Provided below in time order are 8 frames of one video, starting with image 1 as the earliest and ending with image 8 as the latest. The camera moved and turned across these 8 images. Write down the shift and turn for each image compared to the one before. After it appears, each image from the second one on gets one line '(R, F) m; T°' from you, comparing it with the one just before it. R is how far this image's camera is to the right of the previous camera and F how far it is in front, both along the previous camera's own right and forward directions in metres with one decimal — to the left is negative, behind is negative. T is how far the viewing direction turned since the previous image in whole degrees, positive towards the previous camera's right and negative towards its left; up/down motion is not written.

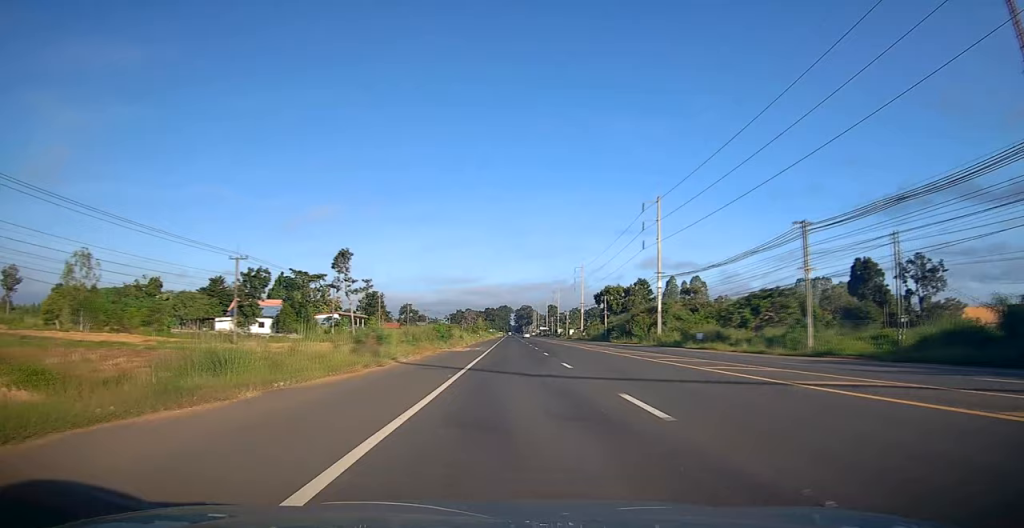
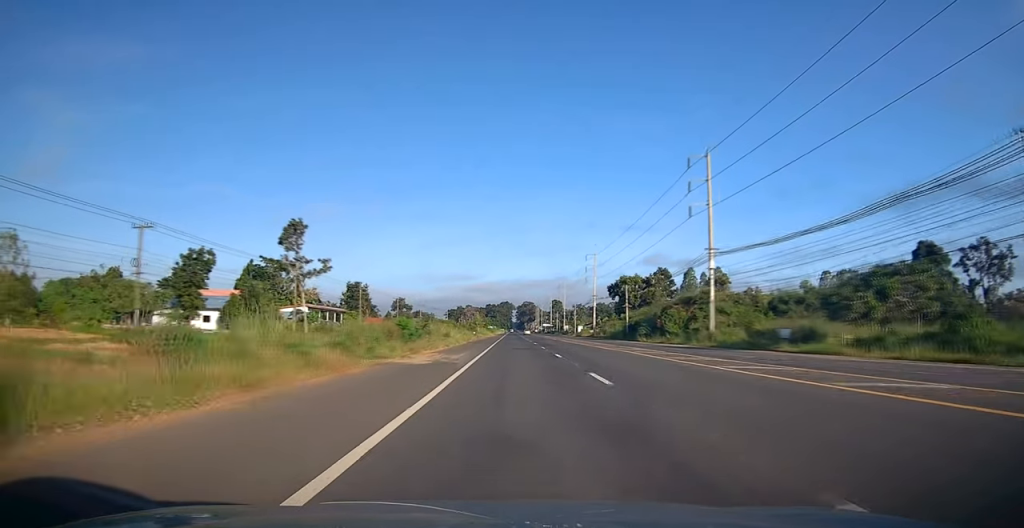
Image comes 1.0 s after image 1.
(+0.7, +19.4) m; 0°
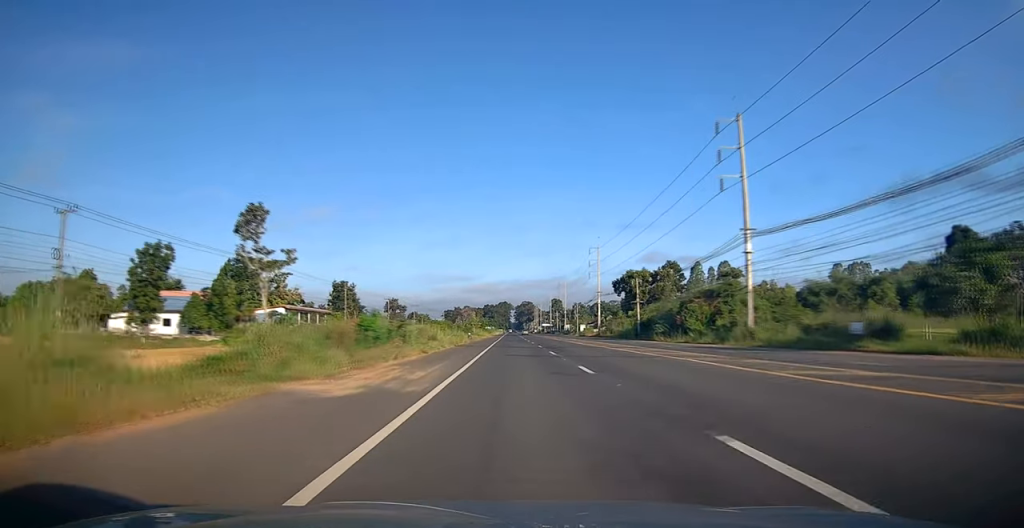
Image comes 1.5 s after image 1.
(-0.2, +9.7) m; 0°
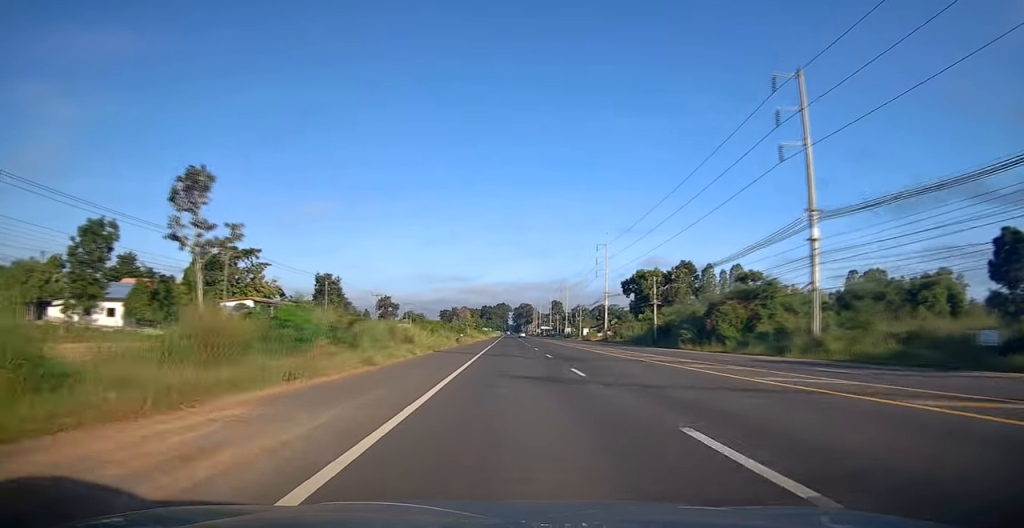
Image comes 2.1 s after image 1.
(-0.4, +11.0) m; 0°
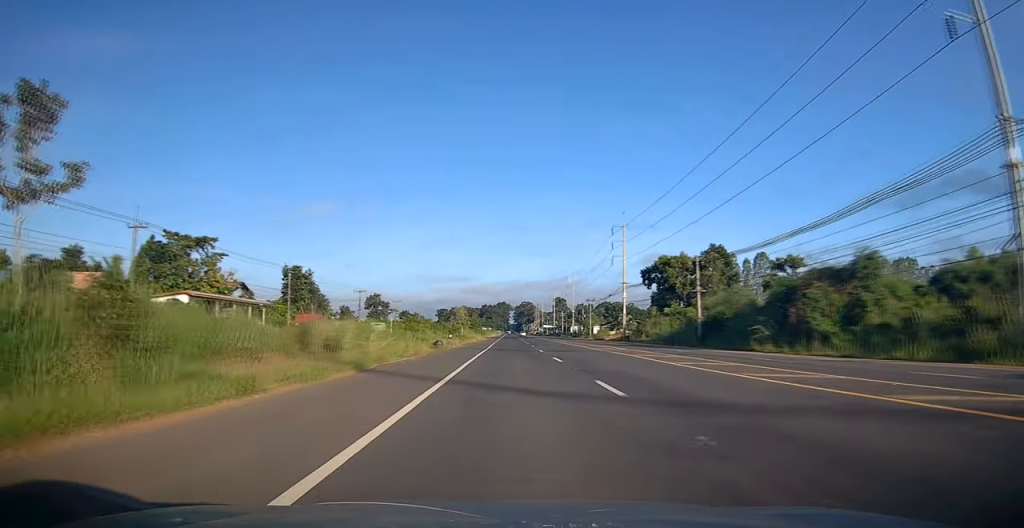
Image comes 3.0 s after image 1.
(+0.6, +17.4) m; 0°
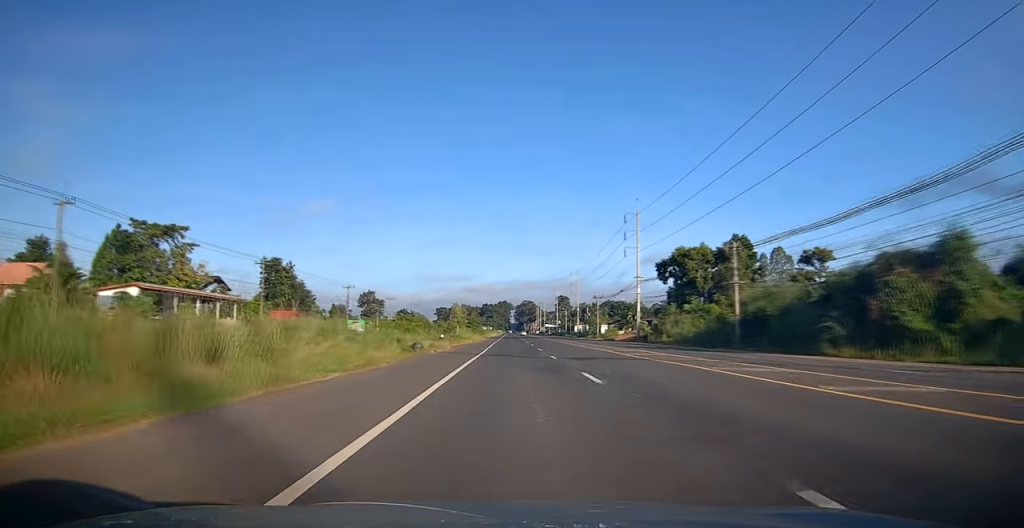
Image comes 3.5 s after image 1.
(-0.1, +9.7) m; 0°
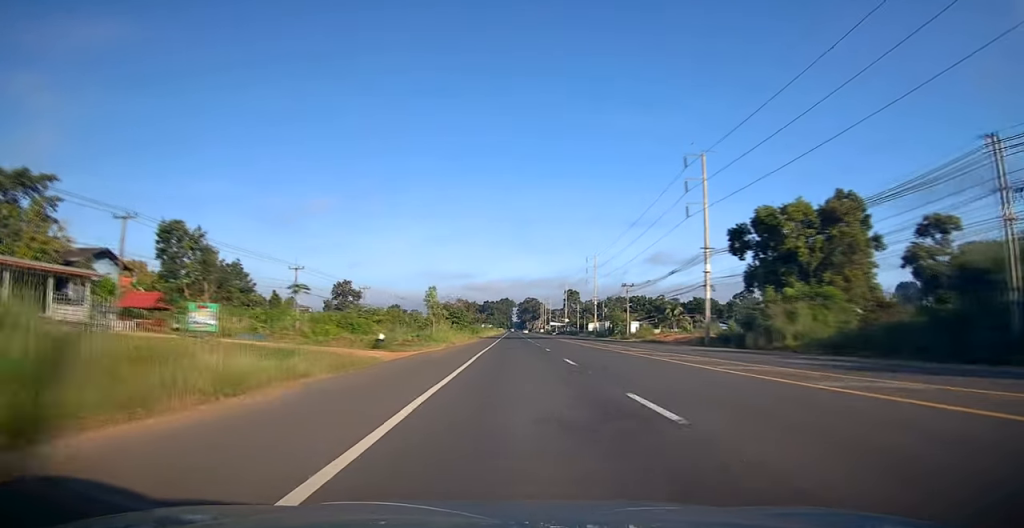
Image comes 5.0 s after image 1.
(+0.1, +29.7) m; 0°
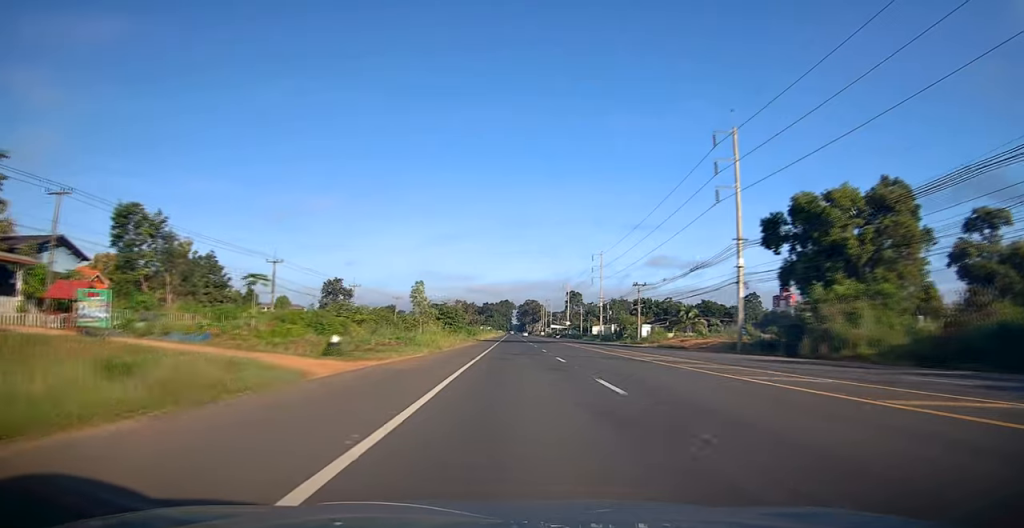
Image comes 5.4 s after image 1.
(-0.1, +8.4) m; 0°
